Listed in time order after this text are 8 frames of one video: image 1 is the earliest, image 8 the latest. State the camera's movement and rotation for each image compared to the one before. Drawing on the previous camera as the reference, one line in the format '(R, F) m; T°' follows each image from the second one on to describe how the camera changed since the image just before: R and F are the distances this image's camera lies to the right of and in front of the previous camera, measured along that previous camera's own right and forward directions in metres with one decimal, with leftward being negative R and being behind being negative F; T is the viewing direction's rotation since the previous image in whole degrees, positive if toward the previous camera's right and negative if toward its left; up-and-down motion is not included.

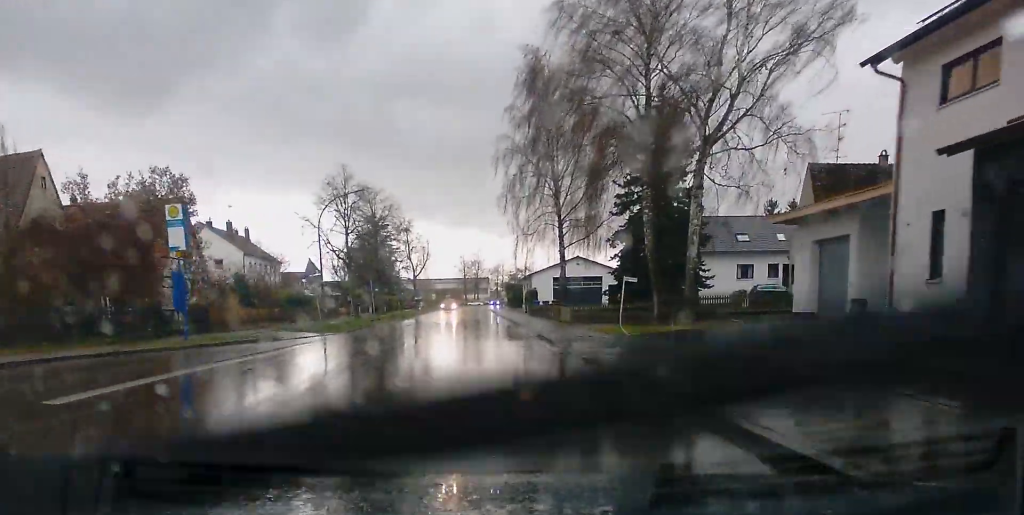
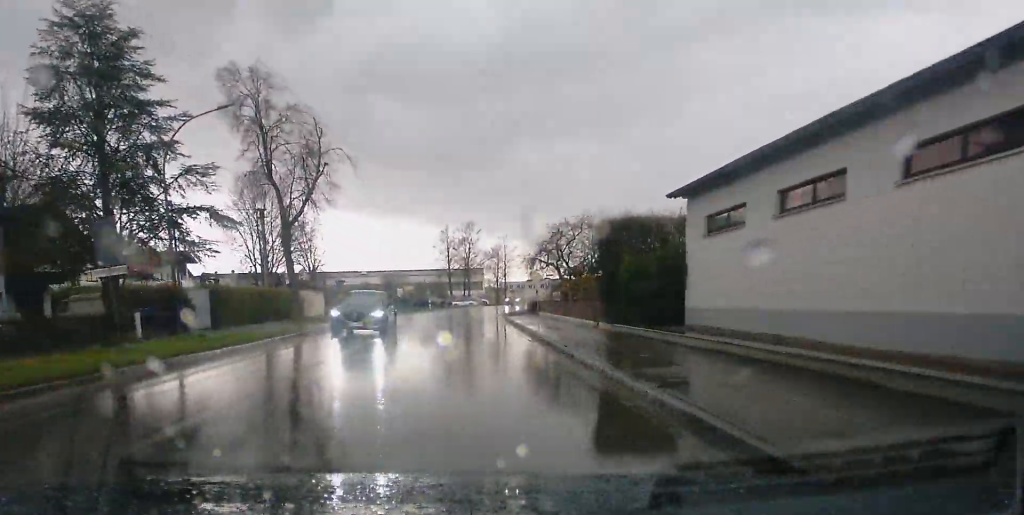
(+0.7, +76.2) m; +1°
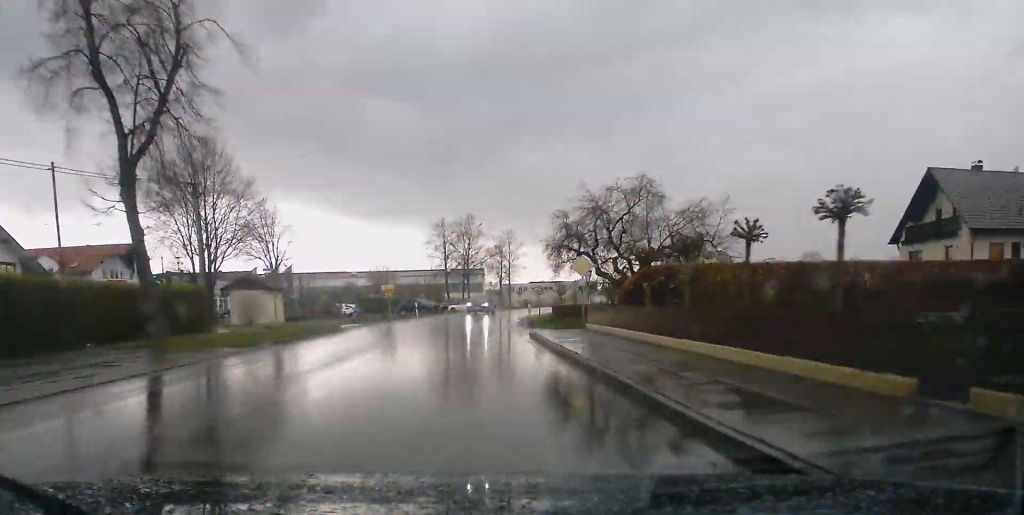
(0.0, +18.8) m; +1°
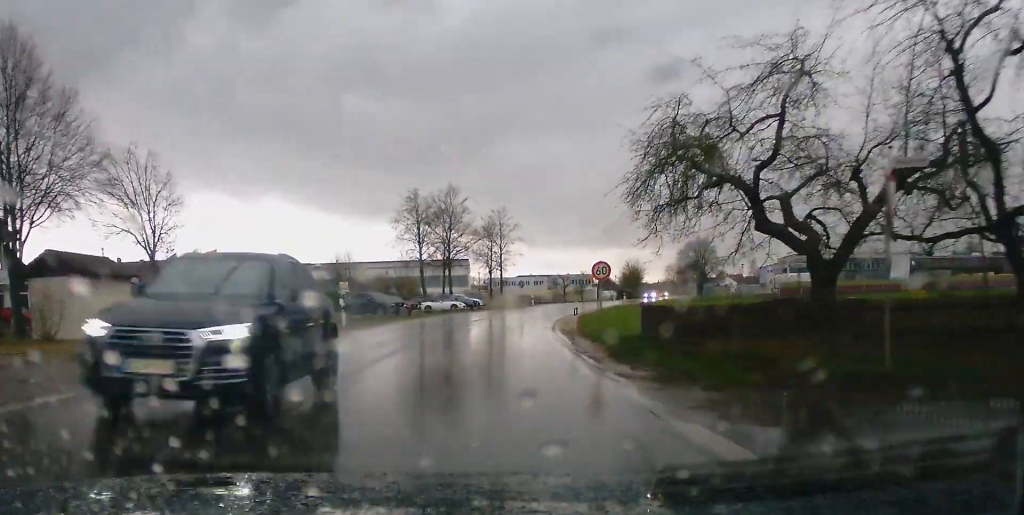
(+0.4, +28.8) m; +3°
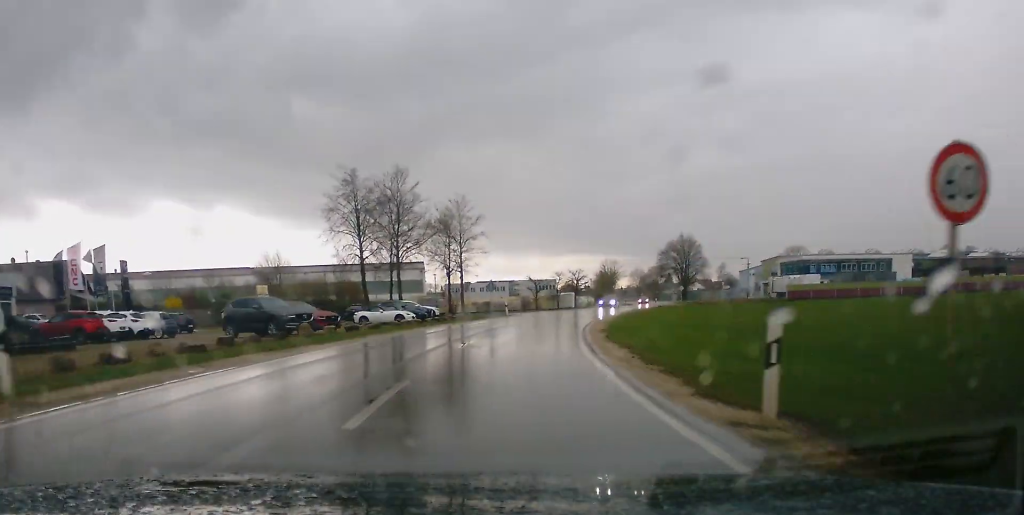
(0.0, +19.8) m; +4°
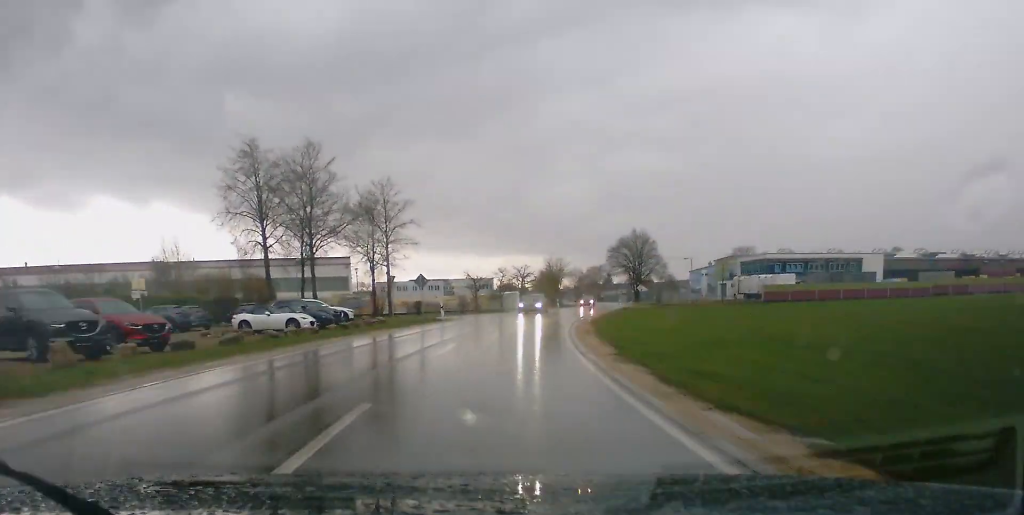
(+0.8, +14.4) m; +3°
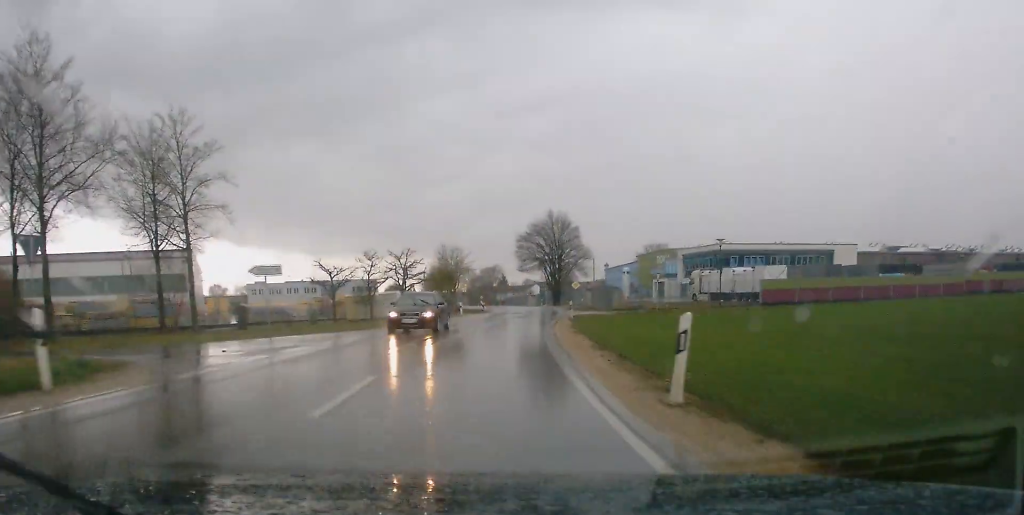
(+2.4, +32.6) m; +6°
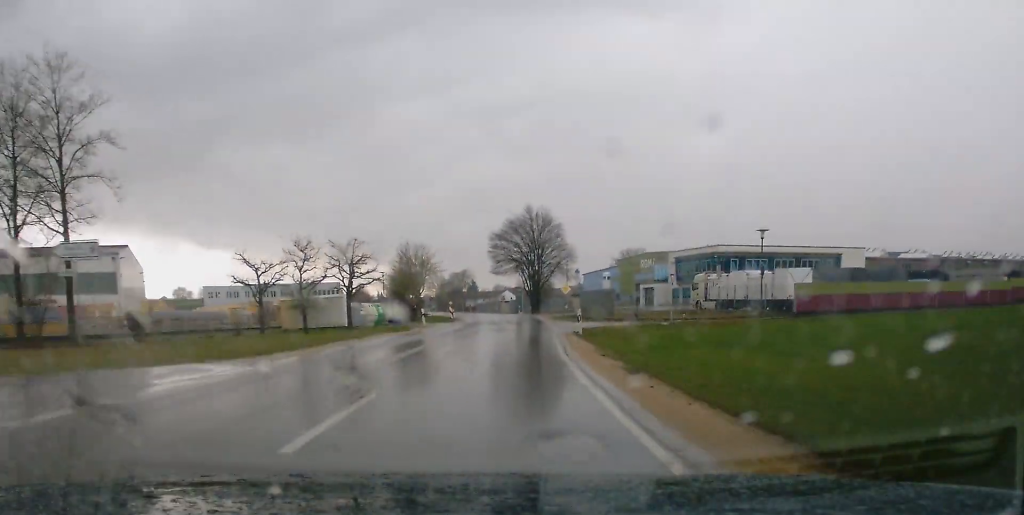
(+0.1, +13.8) m; +2°
